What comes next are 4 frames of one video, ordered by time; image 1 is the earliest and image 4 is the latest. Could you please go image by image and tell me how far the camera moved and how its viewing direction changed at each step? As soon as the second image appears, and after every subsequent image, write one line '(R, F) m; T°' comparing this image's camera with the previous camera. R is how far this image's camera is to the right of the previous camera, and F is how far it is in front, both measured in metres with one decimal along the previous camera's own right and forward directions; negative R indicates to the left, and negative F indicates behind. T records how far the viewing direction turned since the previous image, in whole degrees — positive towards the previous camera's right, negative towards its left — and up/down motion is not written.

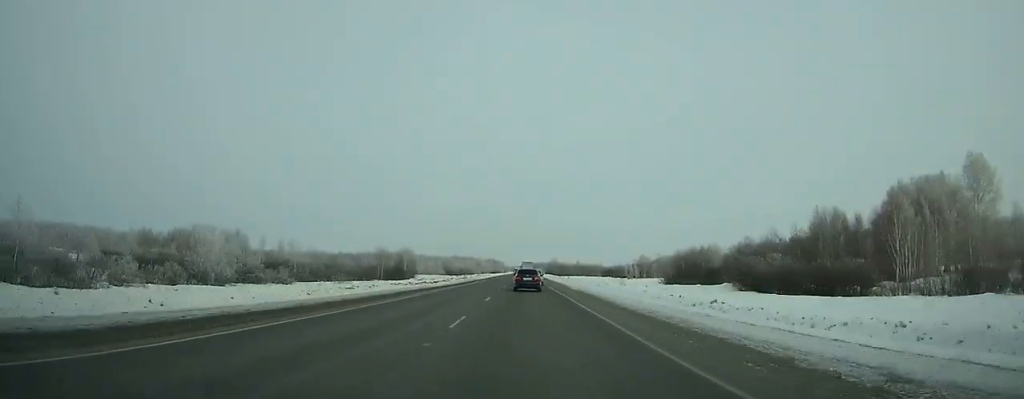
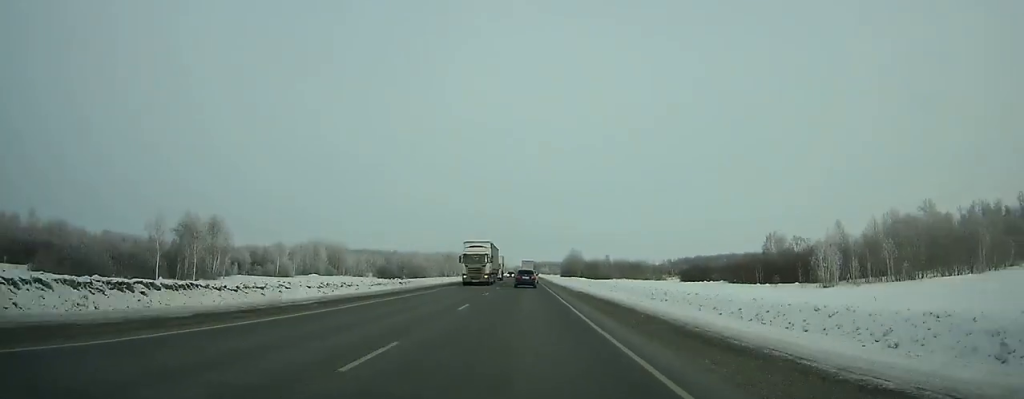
(-0.3, +151.2) m; 0°
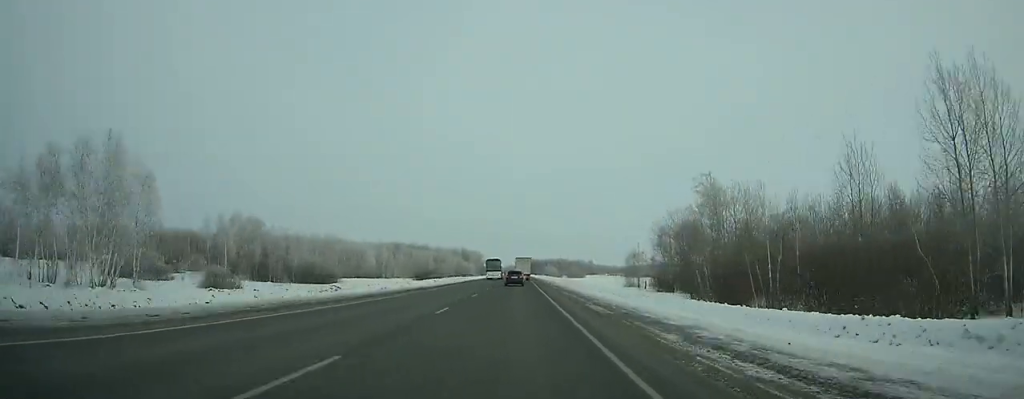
(+0.5, +205.6) m; 0°
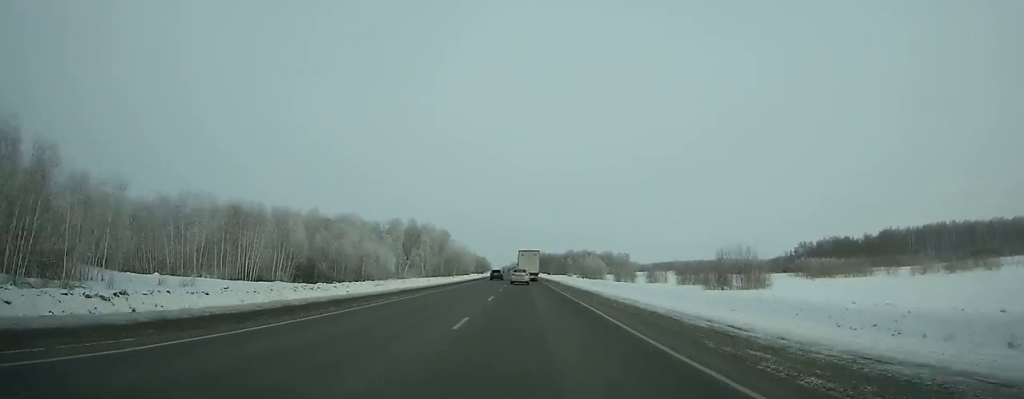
(-1.0, +194.9) m; 0°
